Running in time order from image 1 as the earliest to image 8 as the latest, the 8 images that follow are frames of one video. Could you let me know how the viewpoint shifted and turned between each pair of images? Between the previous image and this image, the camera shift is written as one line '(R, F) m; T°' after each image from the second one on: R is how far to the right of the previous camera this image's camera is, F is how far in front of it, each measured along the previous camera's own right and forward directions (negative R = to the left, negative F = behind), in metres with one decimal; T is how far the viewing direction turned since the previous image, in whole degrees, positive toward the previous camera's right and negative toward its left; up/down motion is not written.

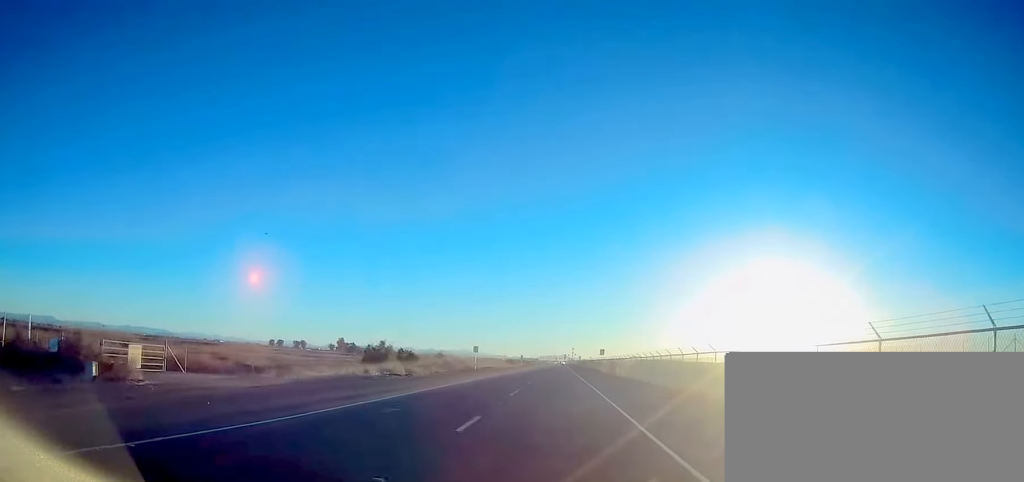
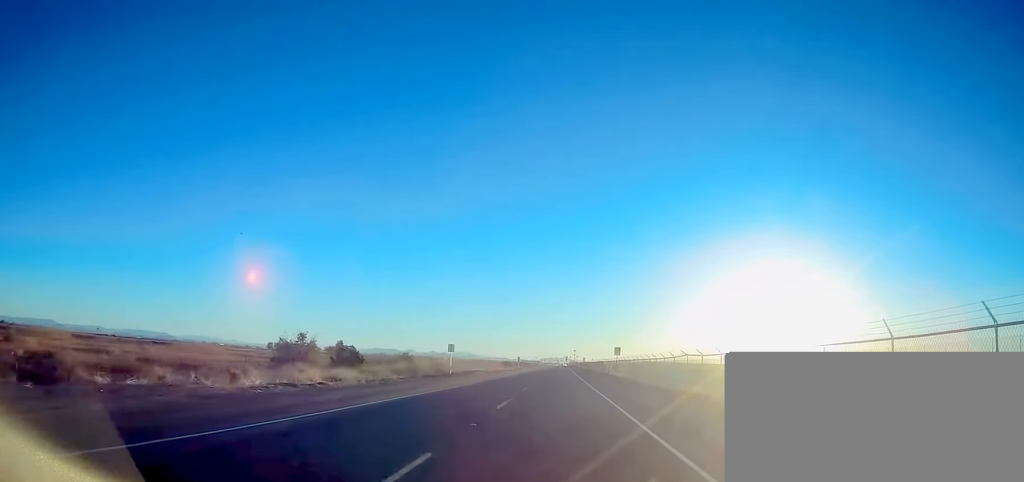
(-0.1, +18.3) m; 0°
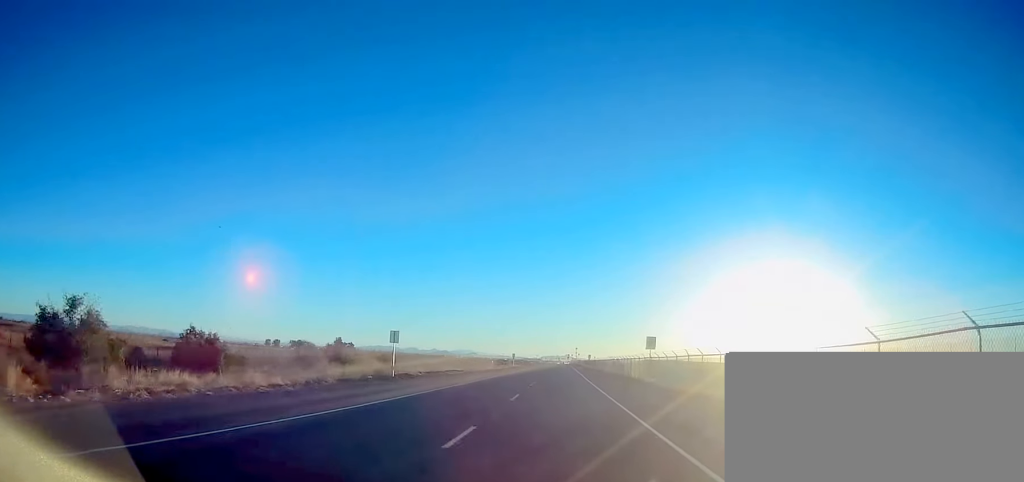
(0.0, +20.4) m; 0°
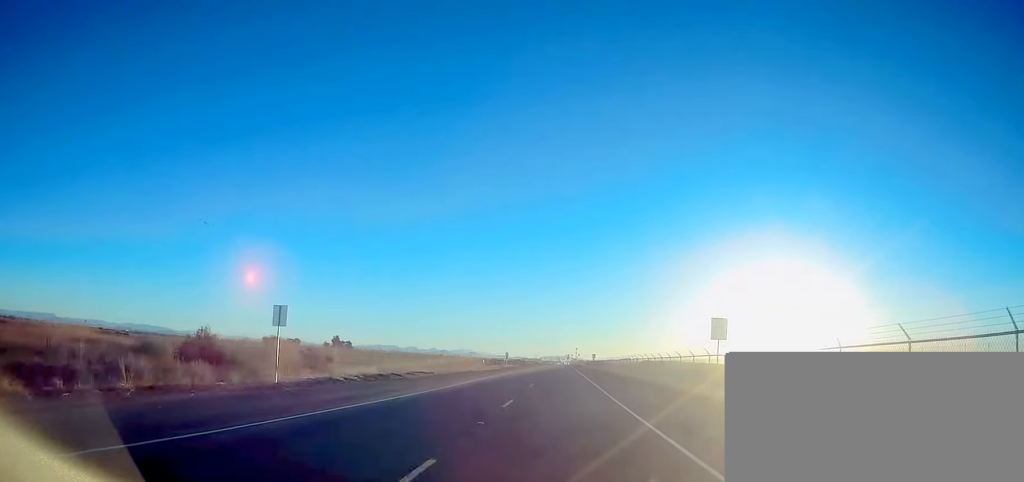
(0.0, +16.1) m; 0°
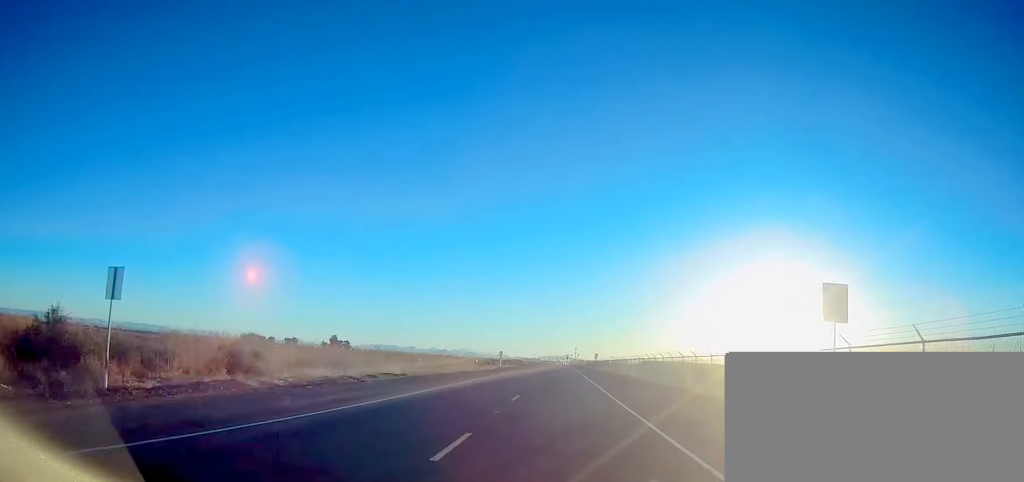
(+0.1, +9.5) m; 0°
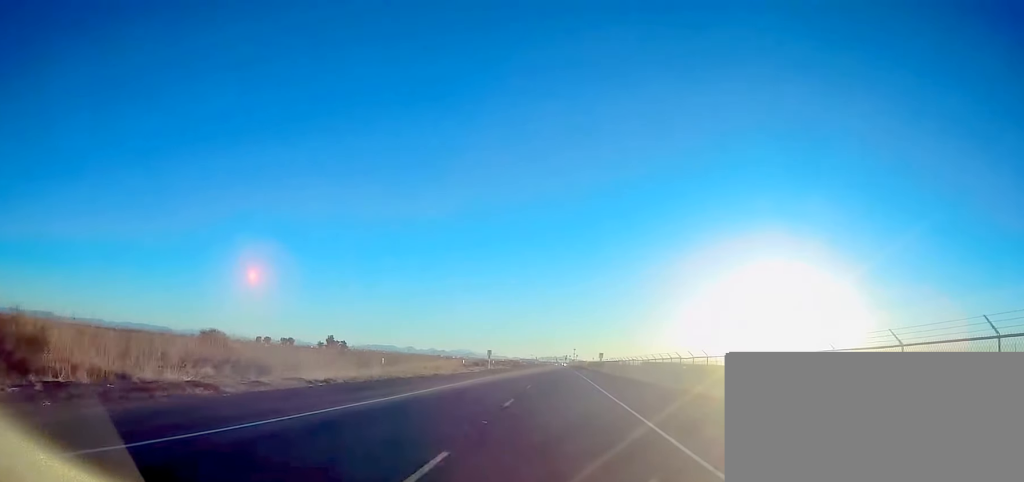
(+0.1, +14.6) m; 0°
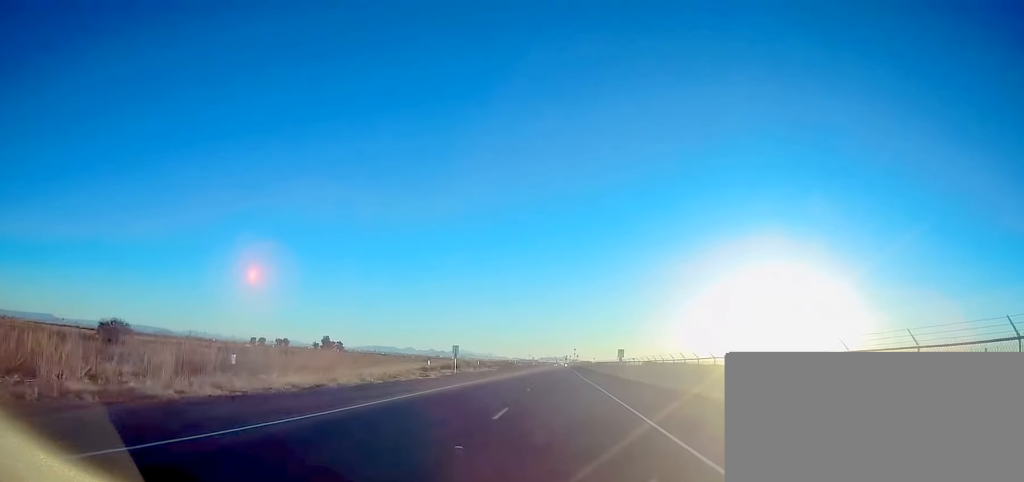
(-0.3, +27.9) m; -1°
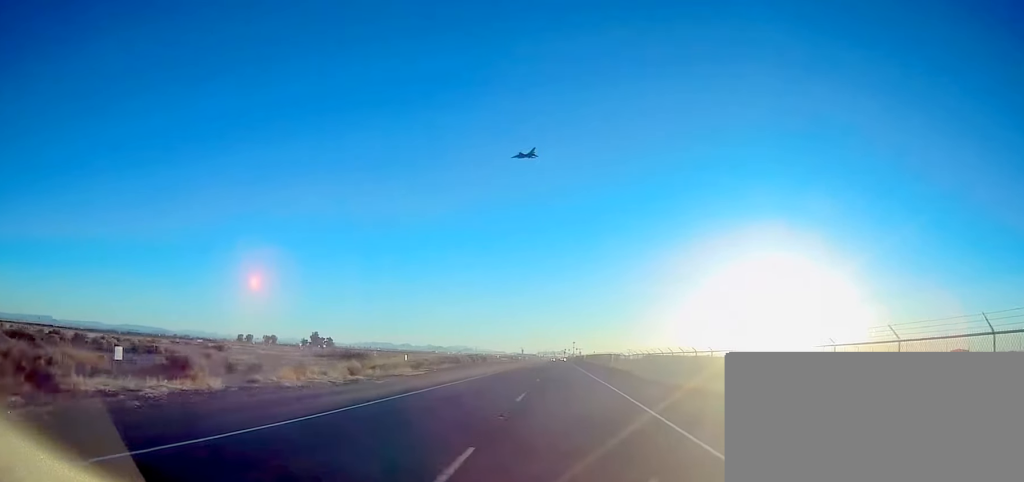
(0.0, +57.1) m; +1°
